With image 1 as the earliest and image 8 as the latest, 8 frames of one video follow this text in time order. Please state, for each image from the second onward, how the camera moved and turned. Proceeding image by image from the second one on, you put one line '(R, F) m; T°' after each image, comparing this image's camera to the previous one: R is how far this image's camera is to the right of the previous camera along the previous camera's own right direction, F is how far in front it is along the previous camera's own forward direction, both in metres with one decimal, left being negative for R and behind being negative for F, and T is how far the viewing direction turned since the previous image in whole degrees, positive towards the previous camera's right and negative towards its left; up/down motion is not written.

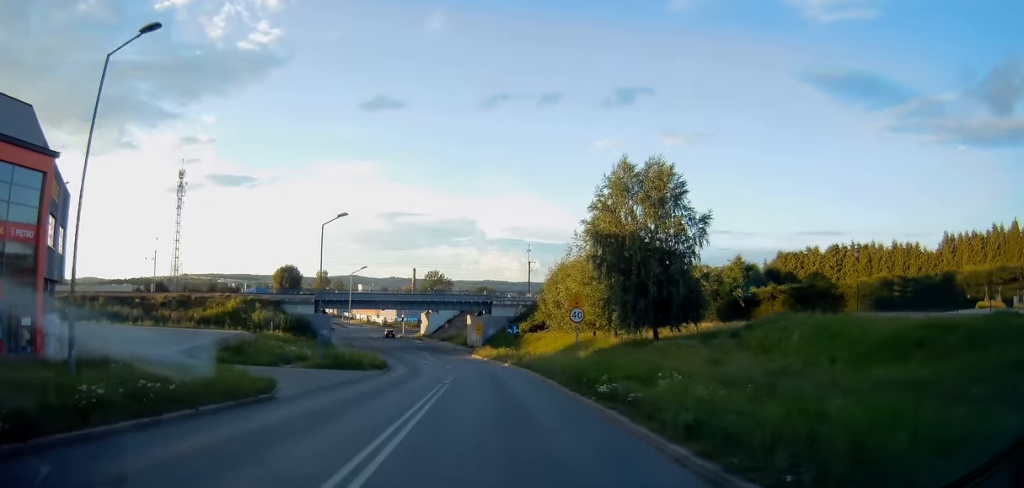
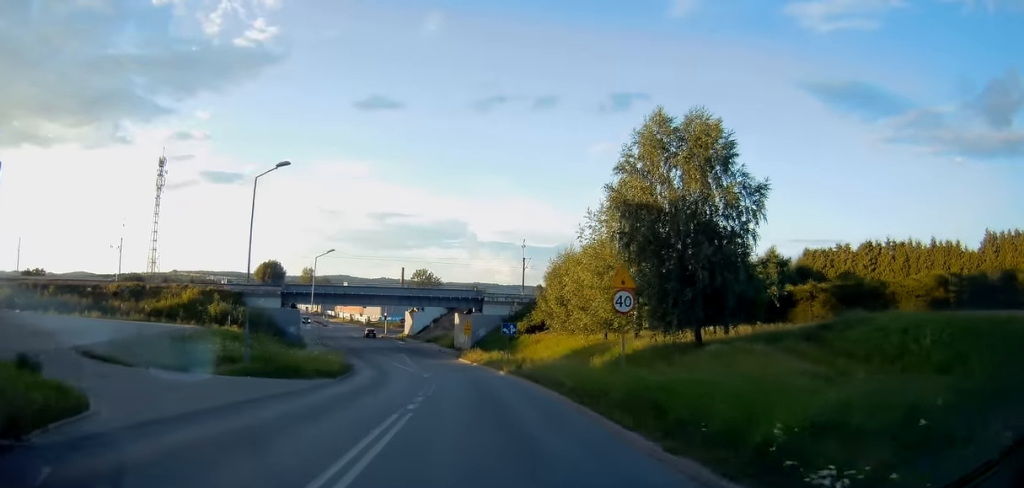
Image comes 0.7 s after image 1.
(+0.1, +8.9) m; 0°
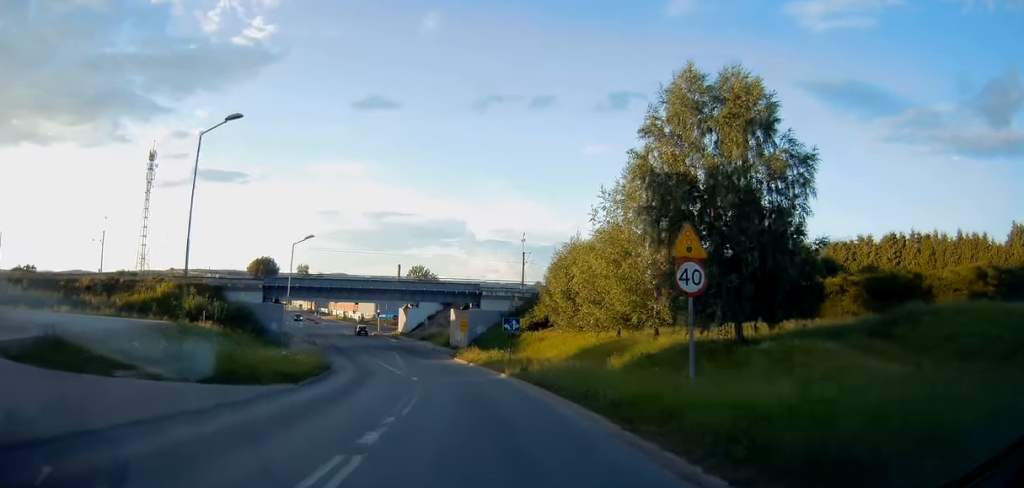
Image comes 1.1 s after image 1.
(-0.1, +5.0) m; 0°
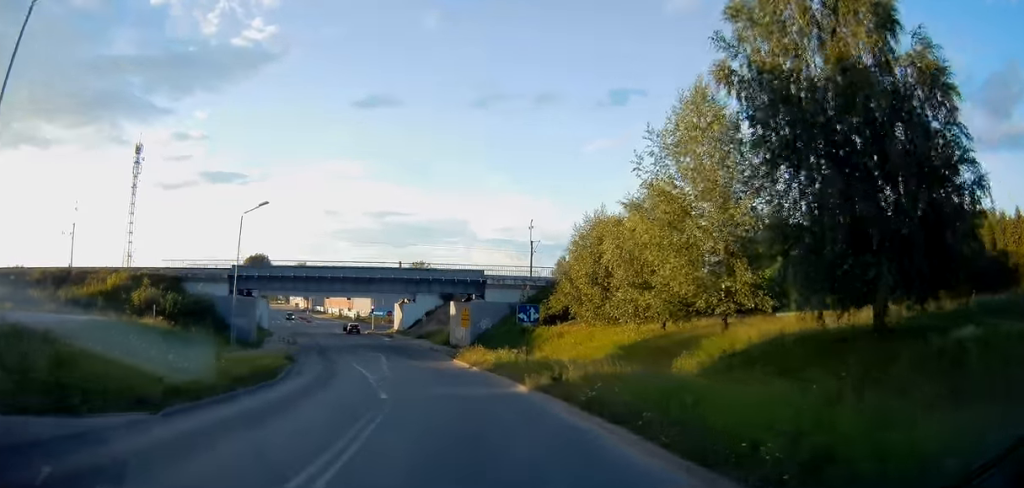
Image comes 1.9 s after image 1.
(-0.1, +9.2) m; 0°
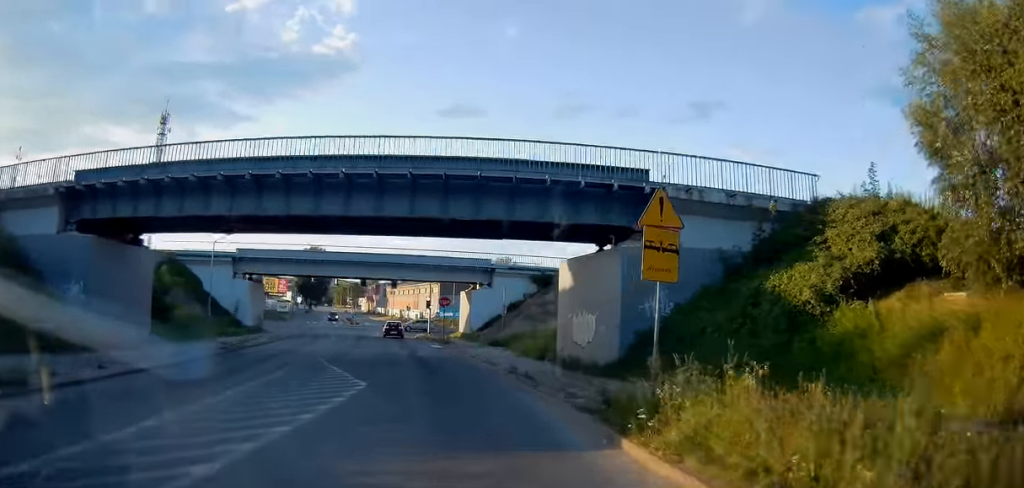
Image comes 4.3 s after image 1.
(-0.2, +30.1) m; -4°
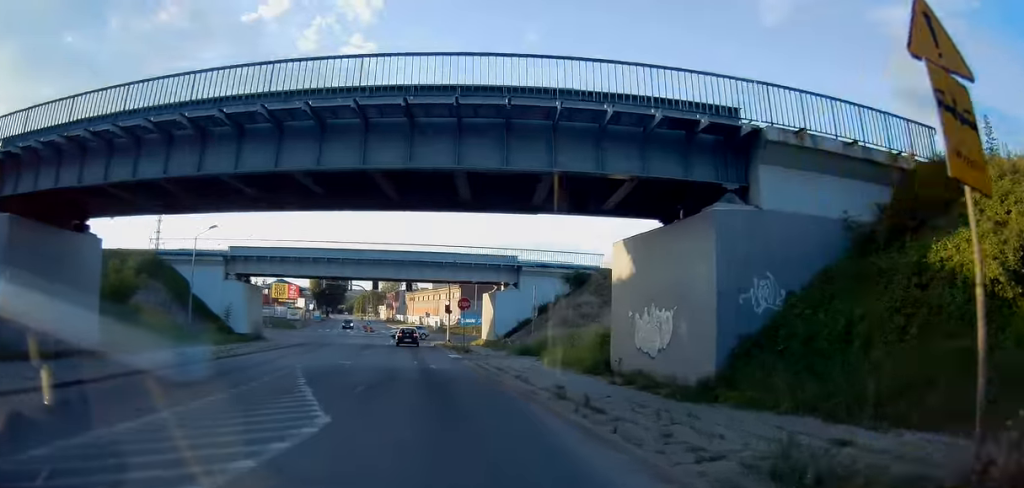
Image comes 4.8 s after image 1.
(0.0, +5.9) m; -2°
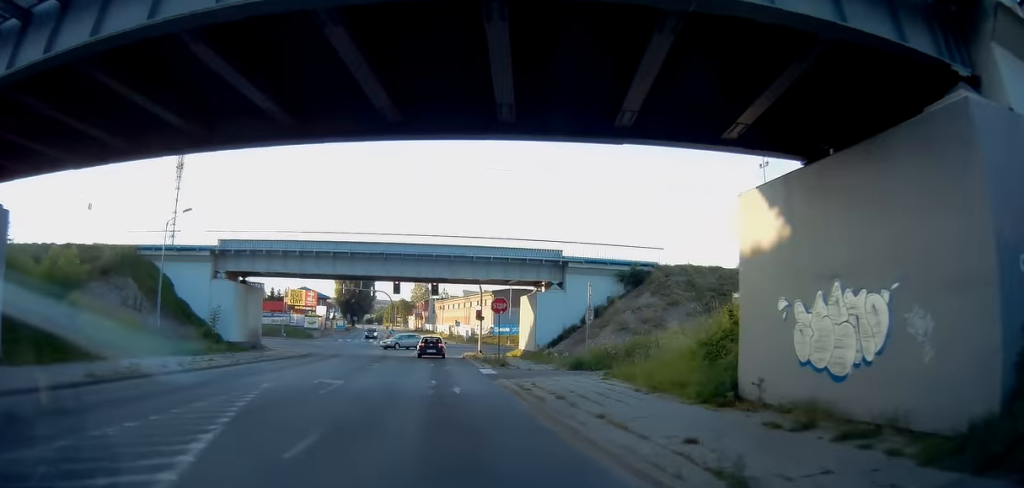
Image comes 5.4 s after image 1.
(-0.3, +7.1) m; -2°
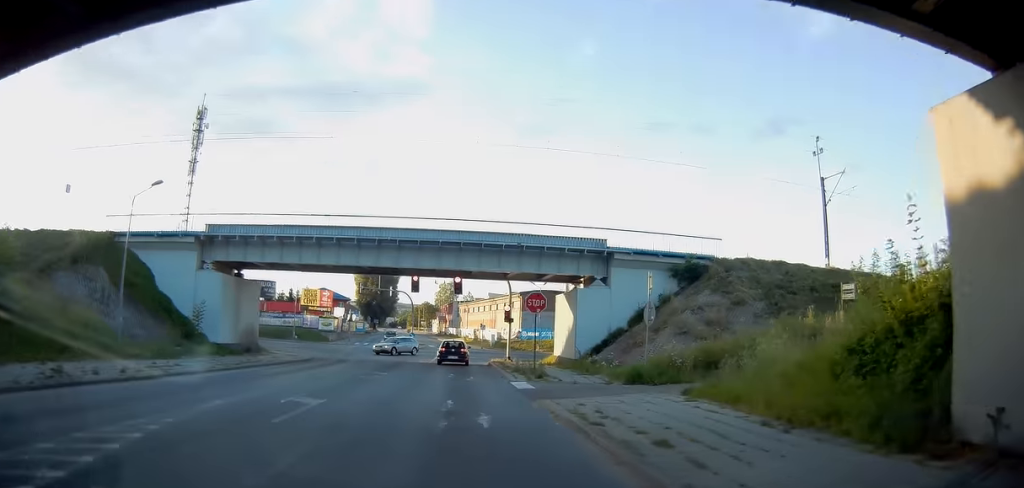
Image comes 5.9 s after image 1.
(-0.1, +5.4) m; -1°
